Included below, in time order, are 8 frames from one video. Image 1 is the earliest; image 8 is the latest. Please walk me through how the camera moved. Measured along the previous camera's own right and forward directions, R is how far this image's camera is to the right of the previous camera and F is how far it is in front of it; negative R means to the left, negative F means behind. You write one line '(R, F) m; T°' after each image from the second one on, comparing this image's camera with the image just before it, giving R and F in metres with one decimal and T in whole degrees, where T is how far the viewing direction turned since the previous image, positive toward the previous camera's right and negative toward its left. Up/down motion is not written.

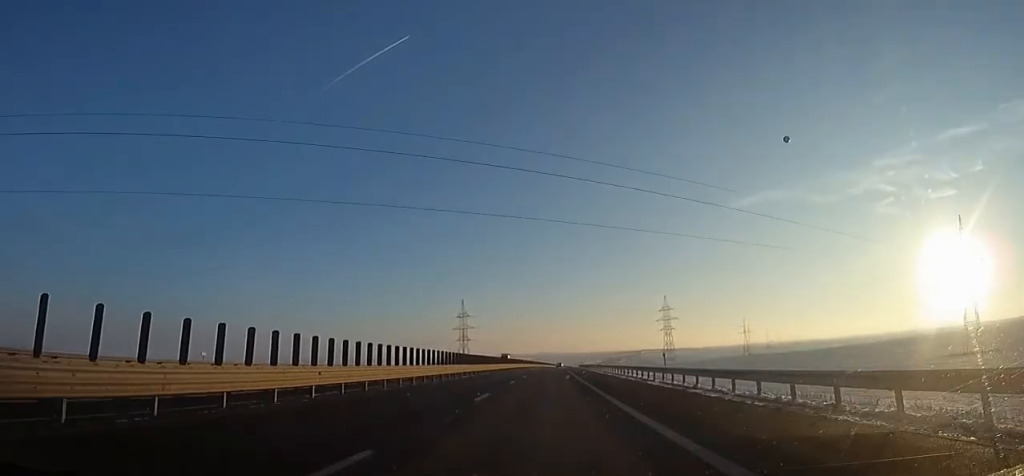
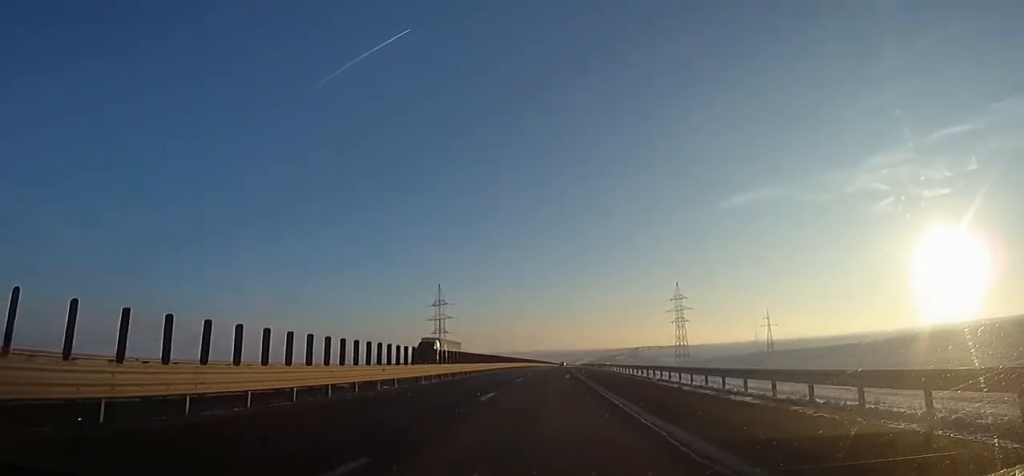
(-0.1, +48.6) m; +1°
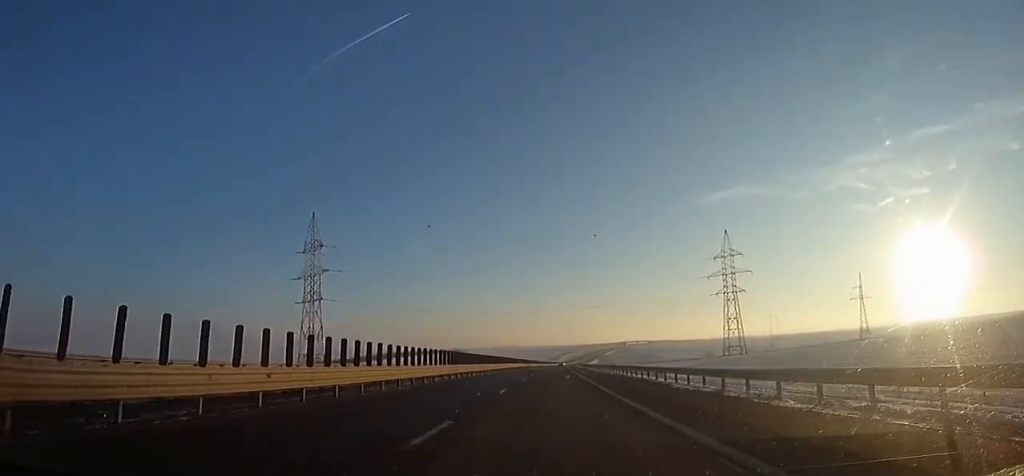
(+1.6, +116.5) m; +2°
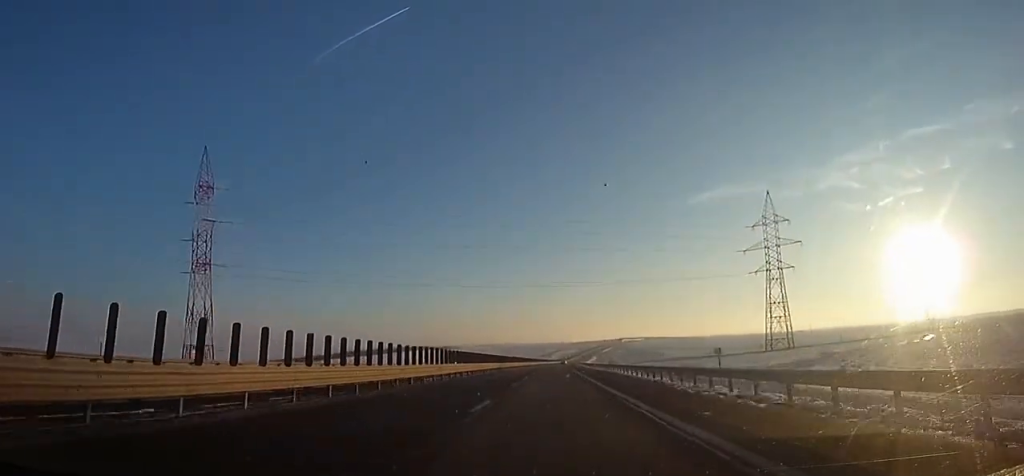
(+1.2, +43.5) m; +1°
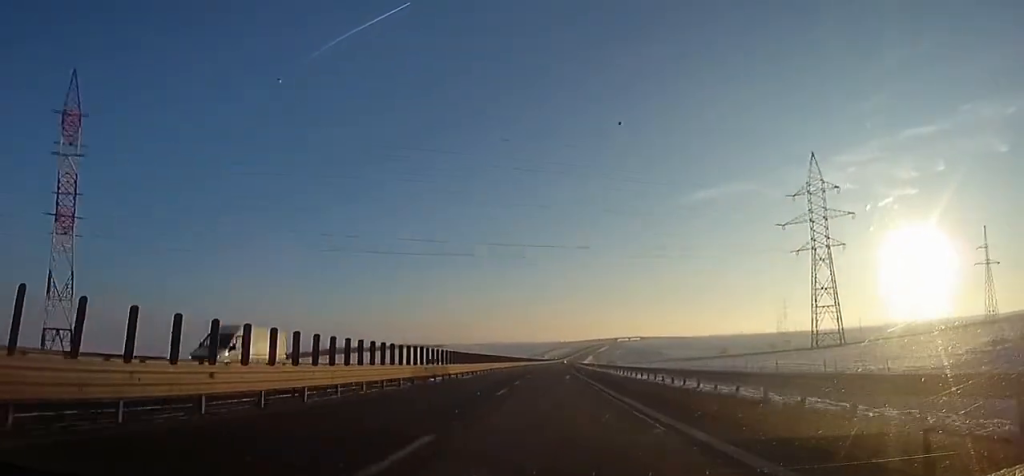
(+0.2, +30.8) m; +1°
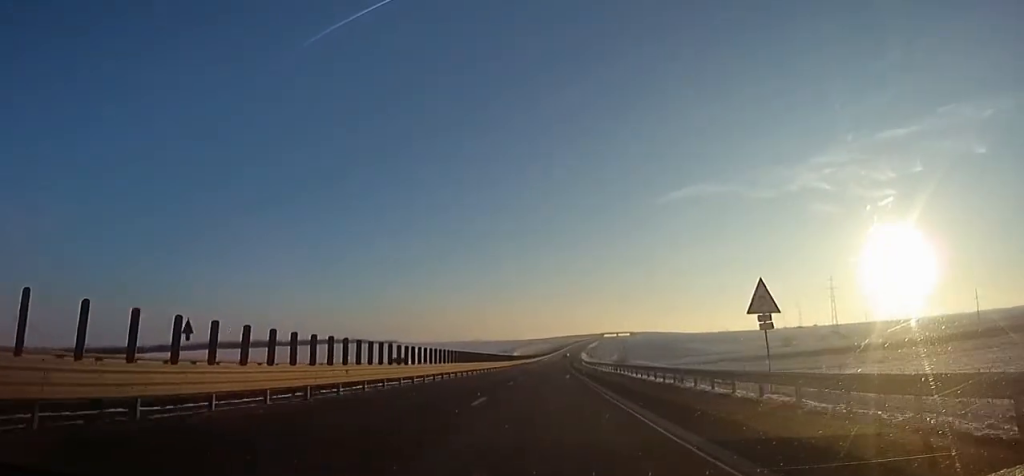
(+2.4, +136.7) m; +2°
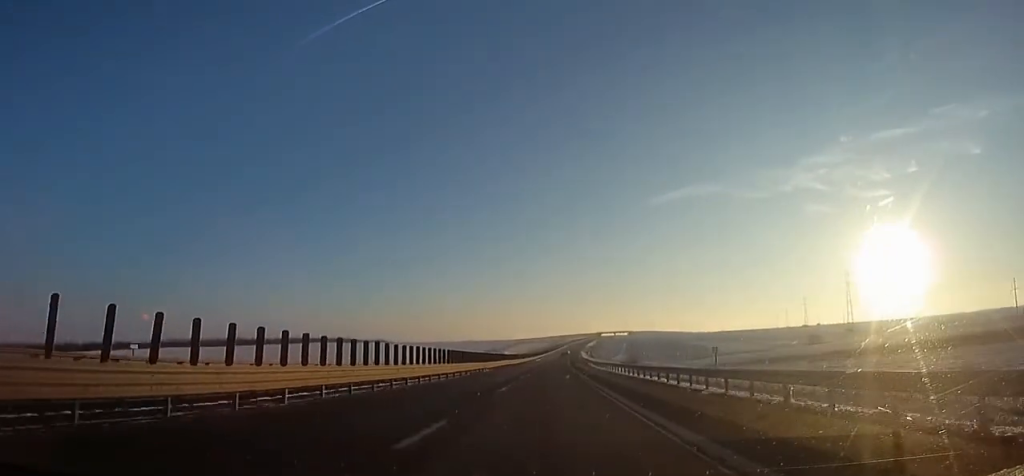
(-0.2, +30.6) m; +1°
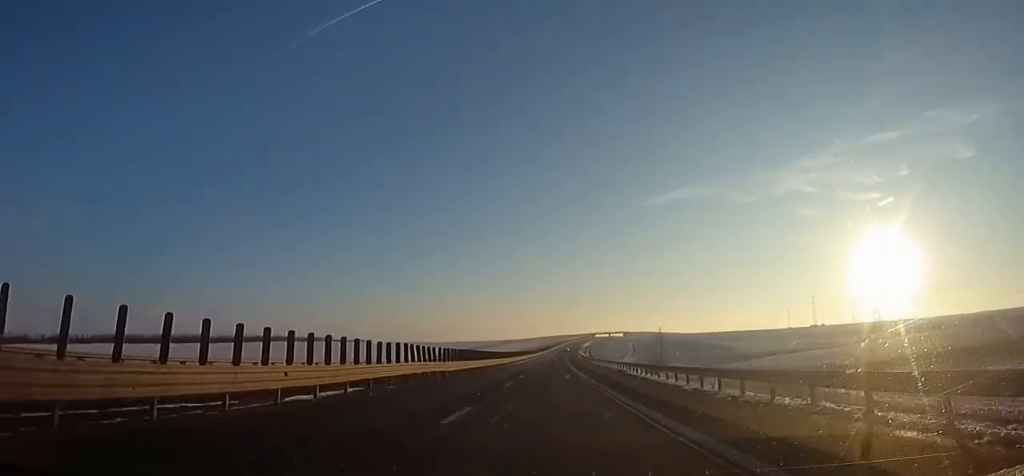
(+0.6, +45.2) m; +1°
